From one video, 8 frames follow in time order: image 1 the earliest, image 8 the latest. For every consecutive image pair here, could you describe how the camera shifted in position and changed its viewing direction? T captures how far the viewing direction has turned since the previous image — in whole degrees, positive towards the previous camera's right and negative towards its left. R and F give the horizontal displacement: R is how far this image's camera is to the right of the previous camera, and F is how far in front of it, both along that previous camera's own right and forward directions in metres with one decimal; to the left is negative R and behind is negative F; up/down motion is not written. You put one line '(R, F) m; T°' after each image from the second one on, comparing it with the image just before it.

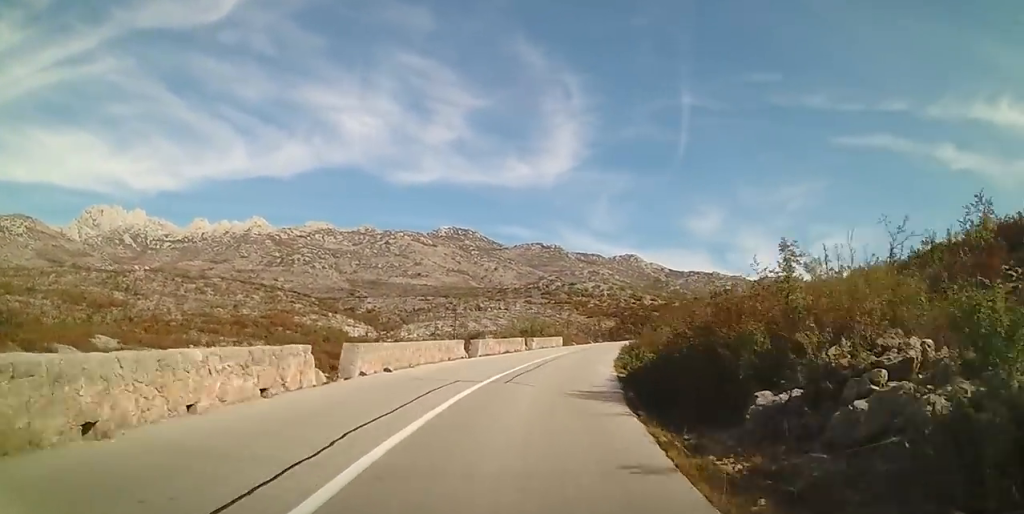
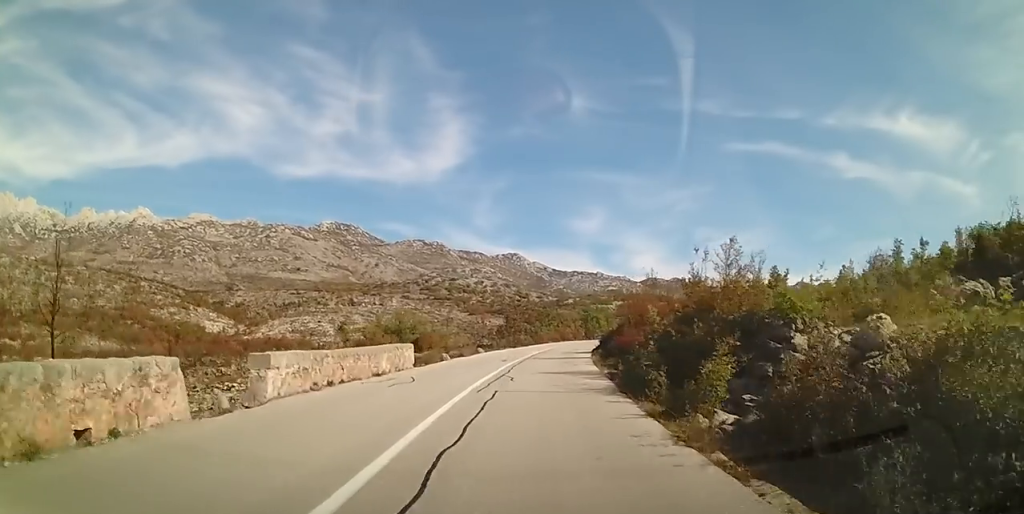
(+3.9, +28.9) m; +12°
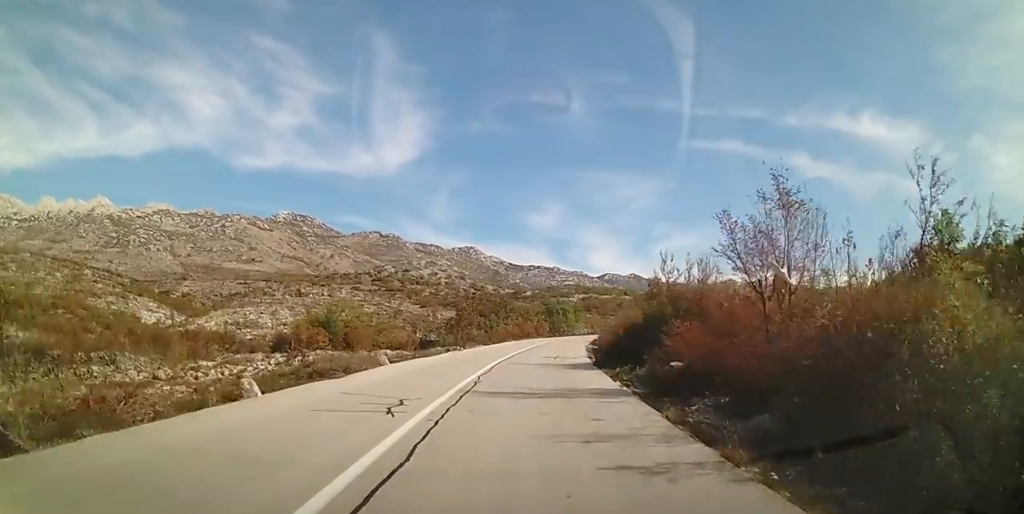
(+0.5, +16.6) m; +3°
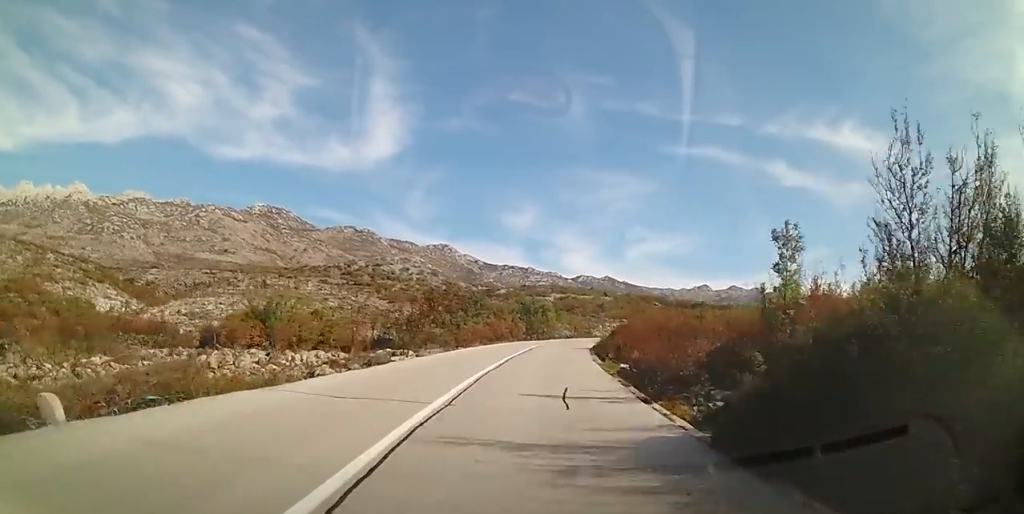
(+0.3, +13.2) m; +2°
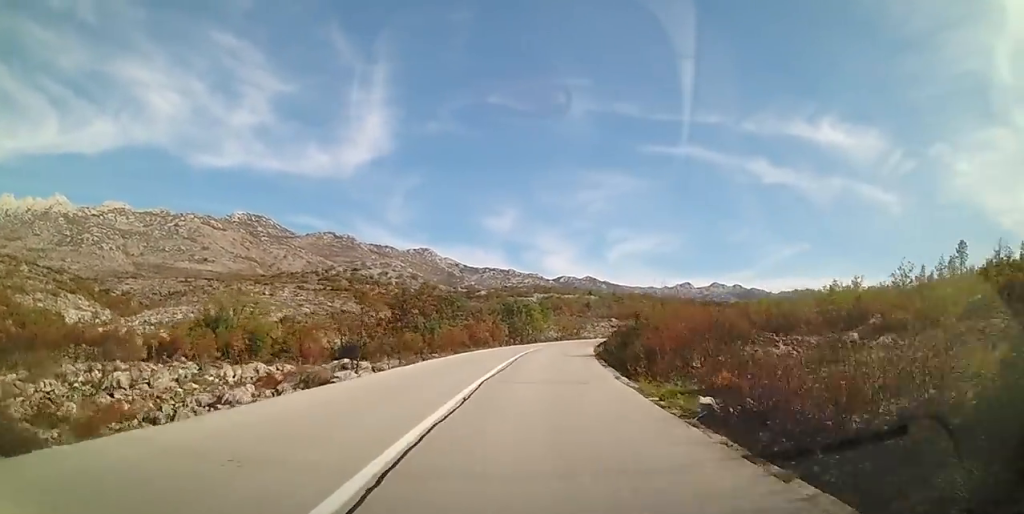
(-0.1, +8.2) m; +1°
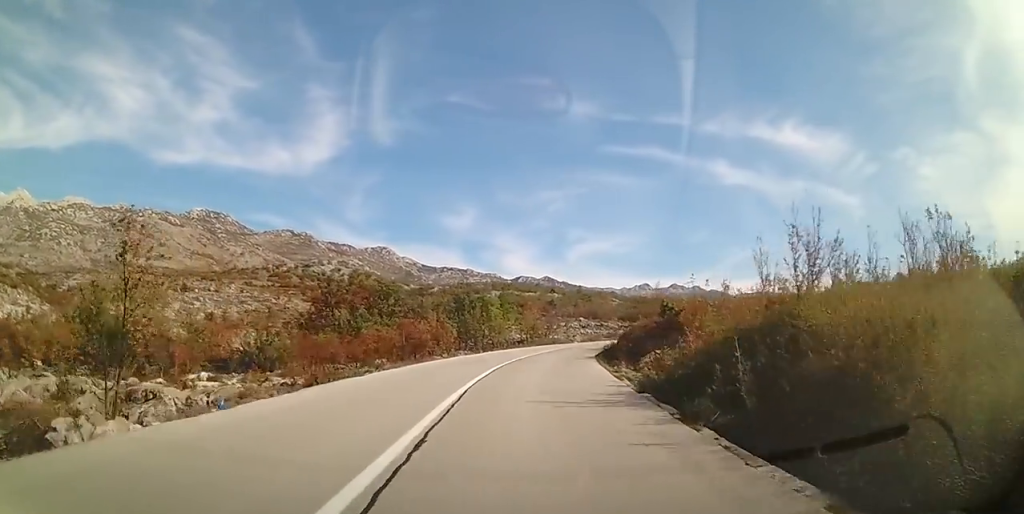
(+0.5, +15.9) m; +6°
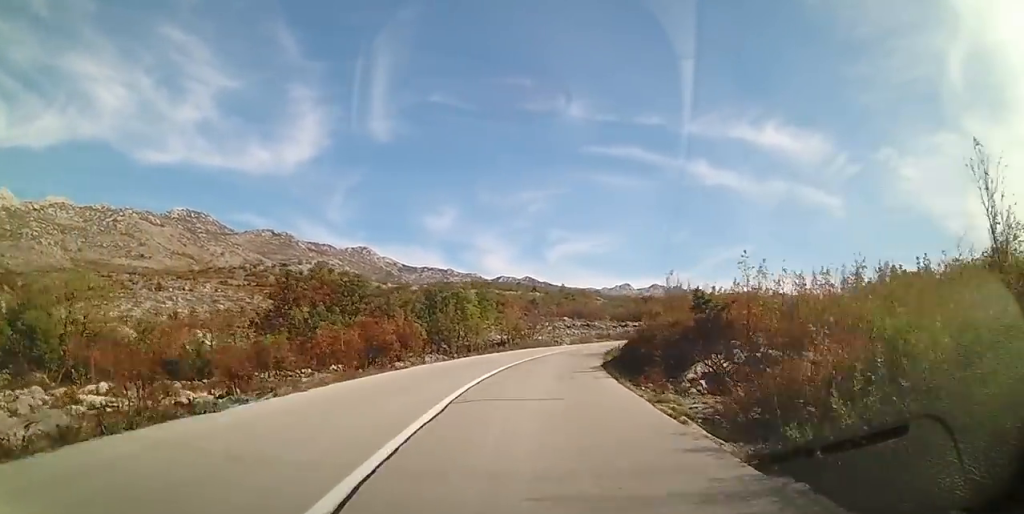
(+0.2, +6.7) m; +2°
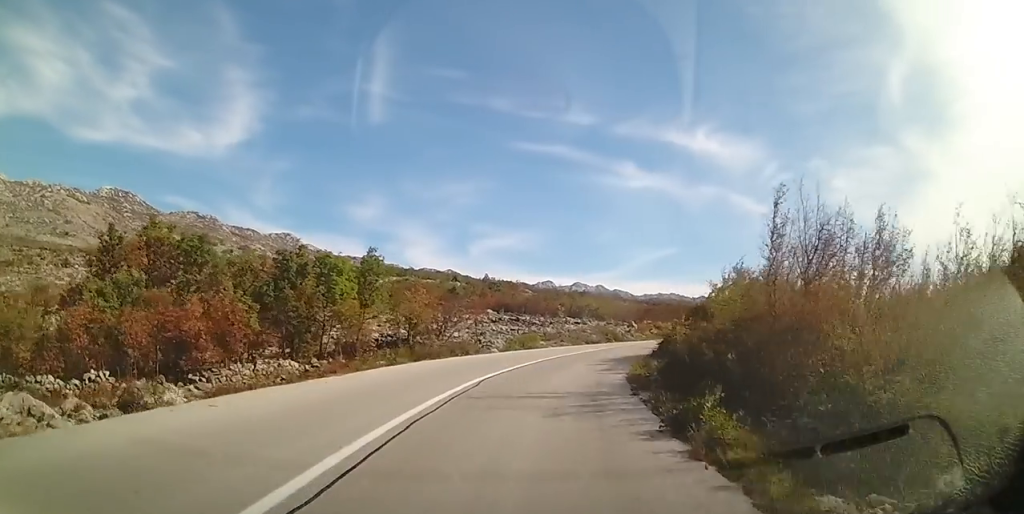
(+0.7, +17.9) m; +5°
